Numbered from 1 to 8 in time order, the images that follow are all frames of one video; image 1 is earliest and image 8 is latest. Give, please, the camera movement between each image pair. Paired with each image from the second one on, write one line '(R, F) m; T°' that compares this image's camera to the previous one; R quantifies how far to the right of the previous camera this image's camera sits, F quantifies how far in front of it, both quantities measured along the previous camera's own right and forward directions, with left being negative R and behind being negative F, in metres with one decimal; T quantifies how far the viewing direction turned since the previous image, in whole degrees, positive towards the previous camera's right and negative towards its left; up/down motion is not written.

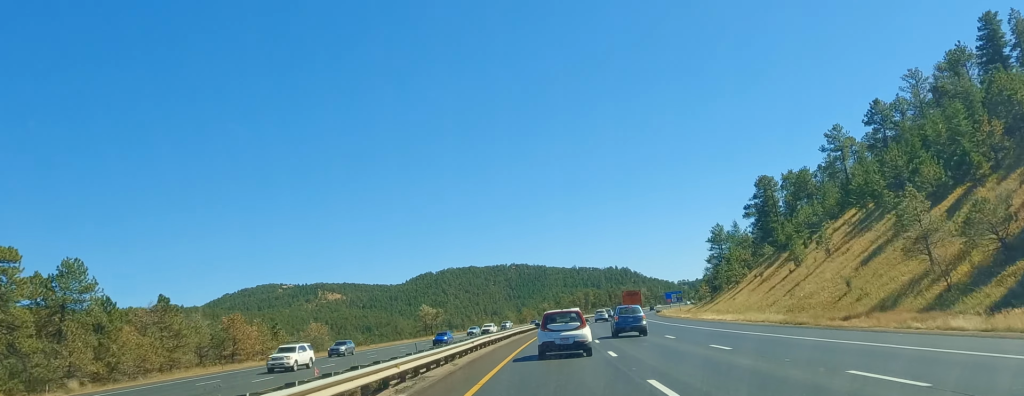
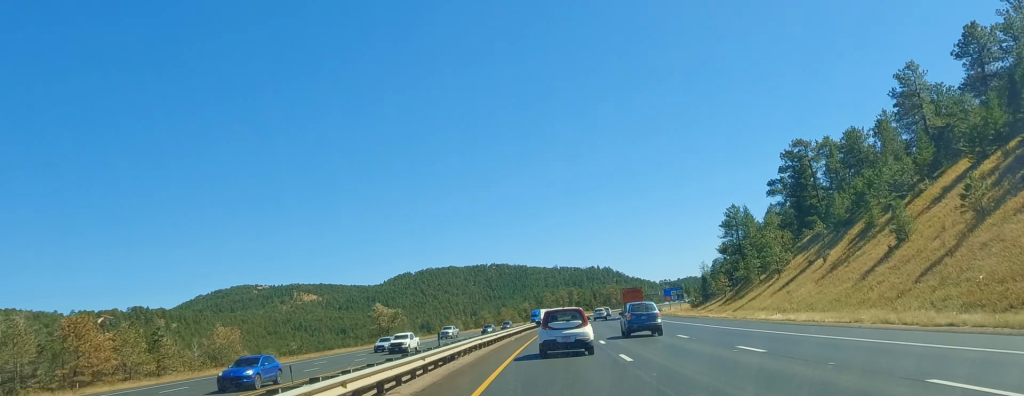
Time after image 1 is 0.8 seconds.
(0.0, +27.6) m; +2°
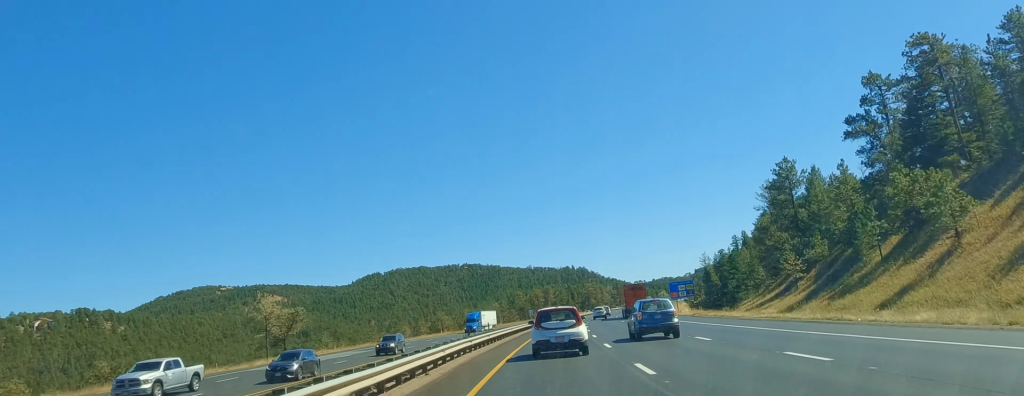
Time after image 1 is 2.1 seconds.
(+1.0, +41.1) m; +2°
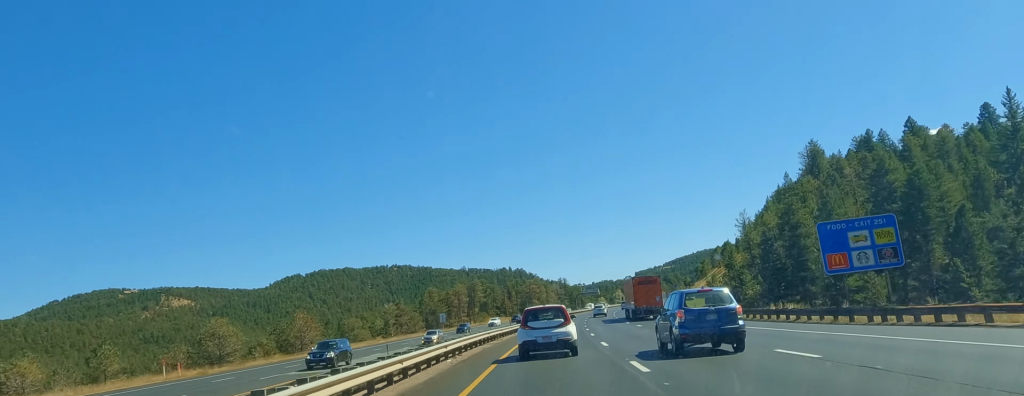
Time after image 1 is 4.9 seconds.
(+4.4, +95.9) m; +6°
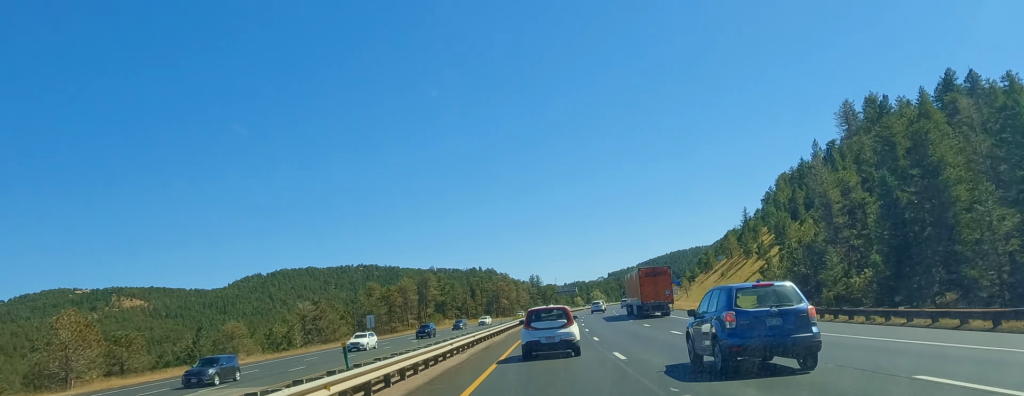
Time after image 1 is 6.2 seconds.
(+1.3, +43.4) m; +2°
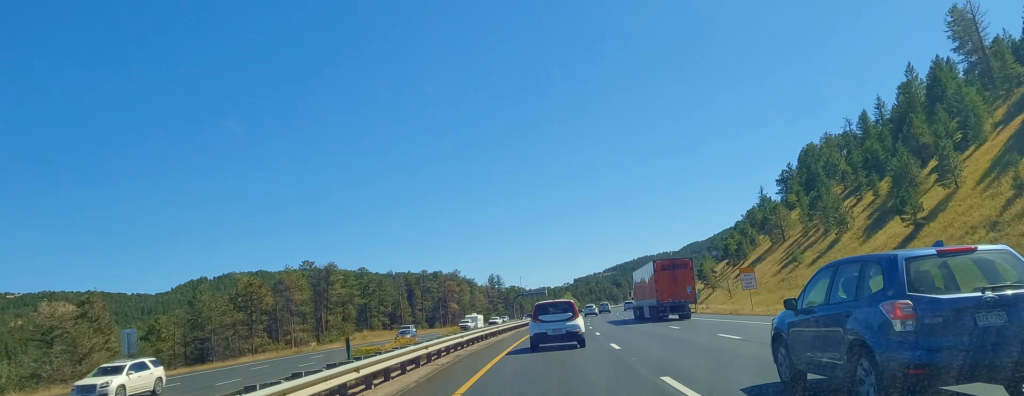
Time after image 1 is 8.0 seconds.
(+1.3, +58.8) m; +2°
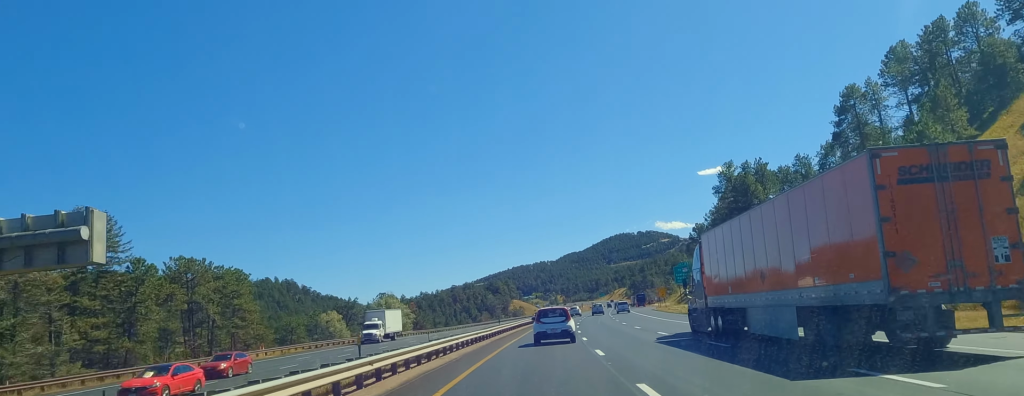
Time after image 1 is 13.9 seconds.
(+18.9, +193.9) m; +10°
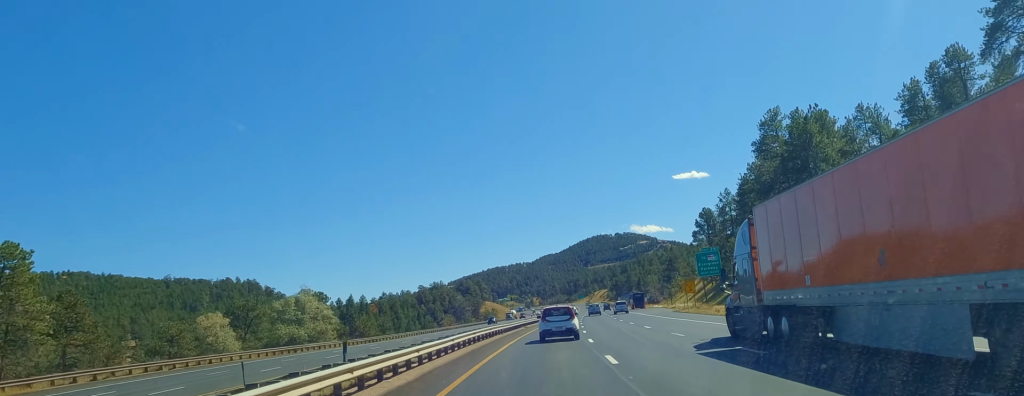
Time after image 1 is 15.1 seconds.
(-0.5, +40.2) m; +1°
